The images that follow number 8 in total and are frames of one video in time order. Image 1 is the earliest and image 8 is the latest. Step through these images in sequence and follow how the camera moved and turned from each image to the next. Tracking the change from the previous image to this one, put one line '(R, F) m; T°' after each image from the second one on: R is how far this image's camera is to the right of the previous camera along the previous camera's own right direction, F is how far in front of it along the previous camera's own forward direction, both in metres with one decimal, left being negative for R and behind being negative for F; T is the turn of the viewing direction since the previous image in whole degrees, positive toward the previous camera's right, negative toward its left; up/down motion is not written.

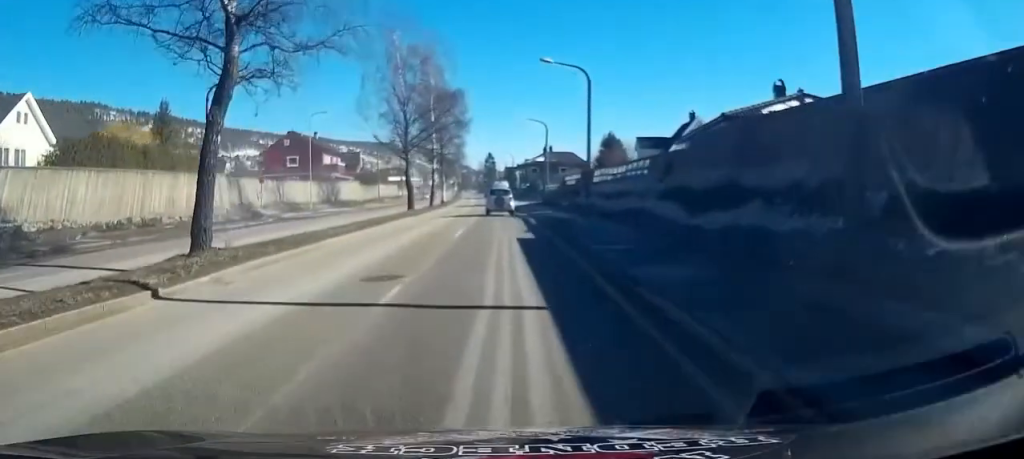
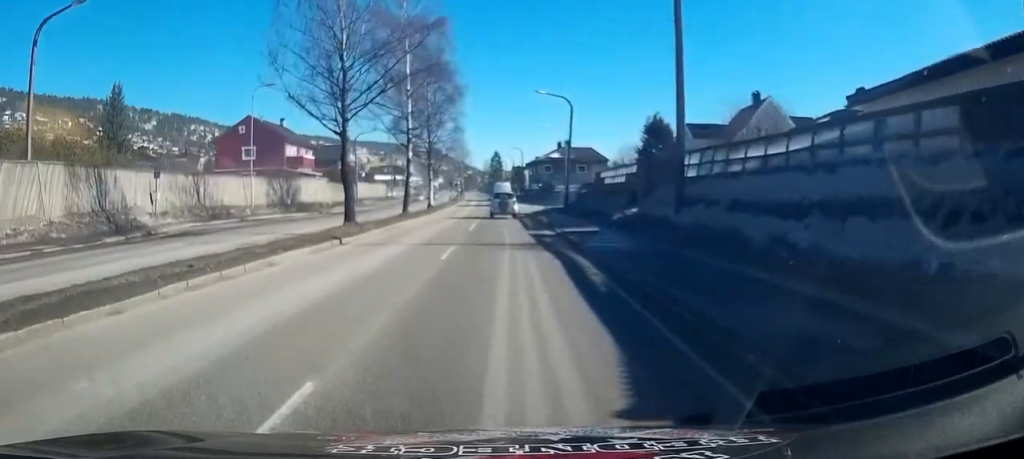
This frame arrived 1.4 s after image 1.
(0.0, +17.8) m; 0°
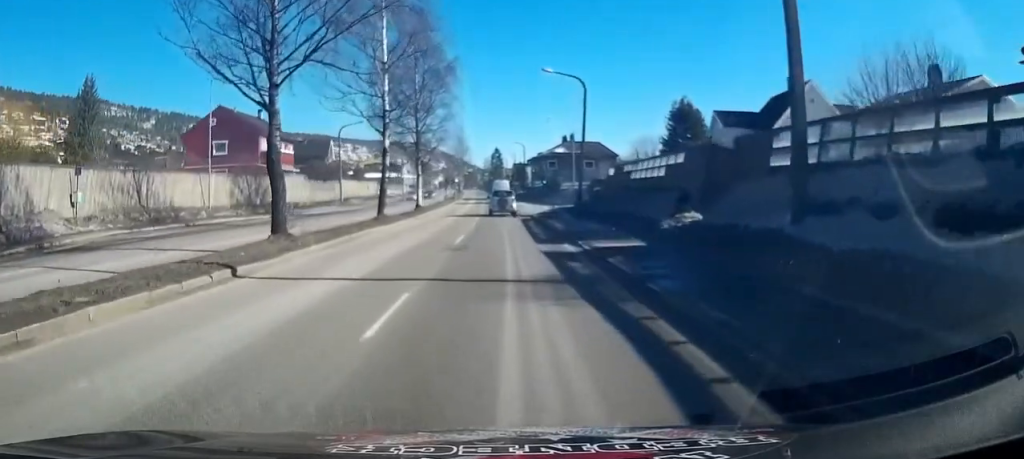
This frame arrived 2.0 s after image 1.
(0.0, +7.6) m; 0°
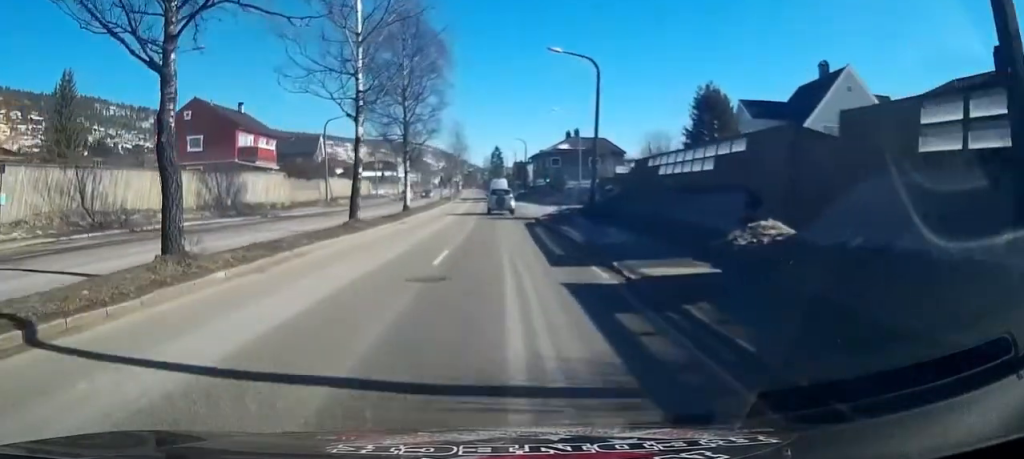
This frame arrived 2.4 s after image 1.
(0.0, +5.4) m; 0°
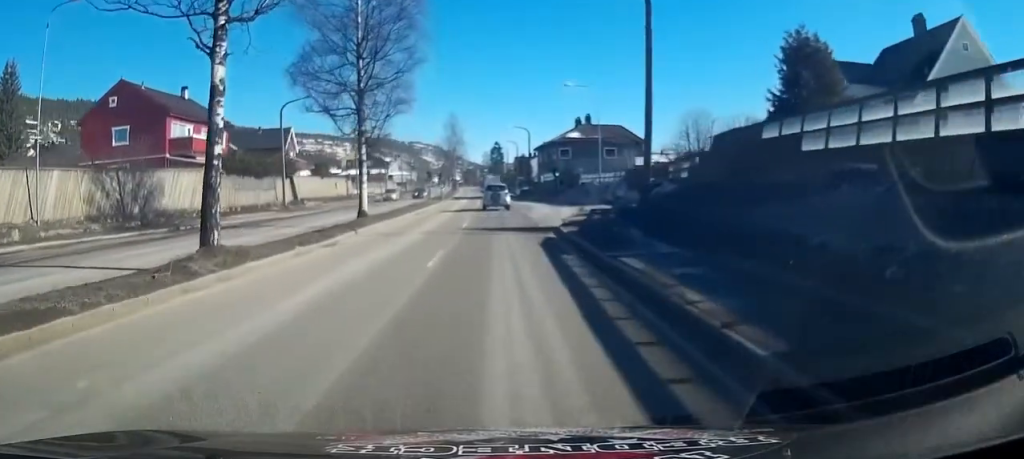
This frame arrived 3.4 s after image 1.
(0.0, +12.2) m; -1°
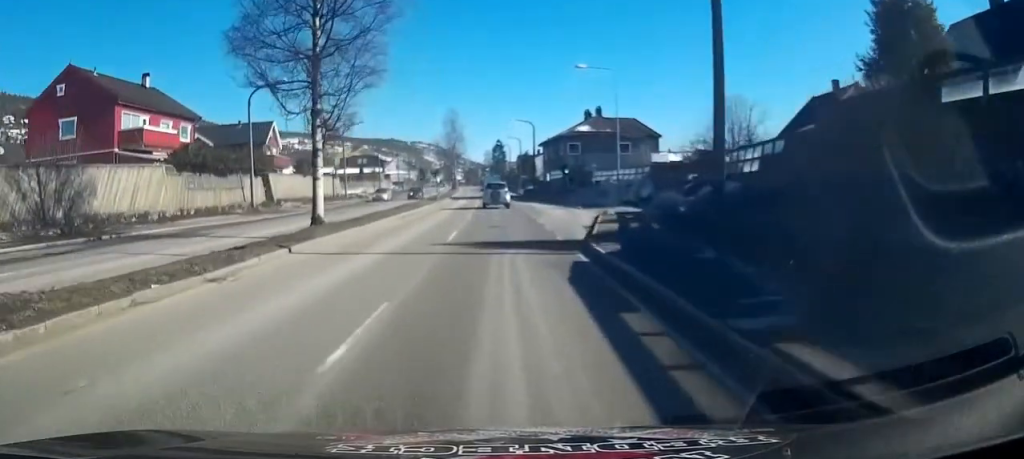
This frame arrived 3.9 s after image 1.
(+0.1, +6.7) m; -1°
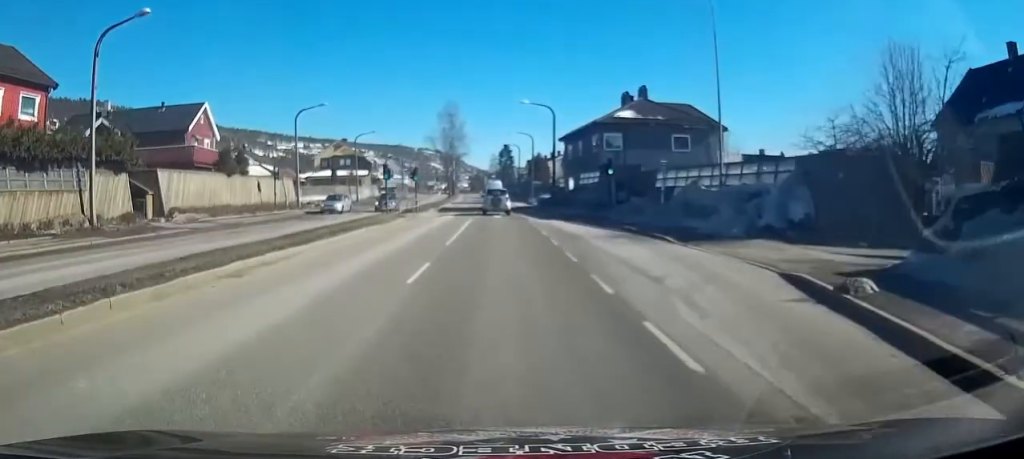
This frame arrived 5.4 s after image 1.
(+0.1, +18.2) m; +2°
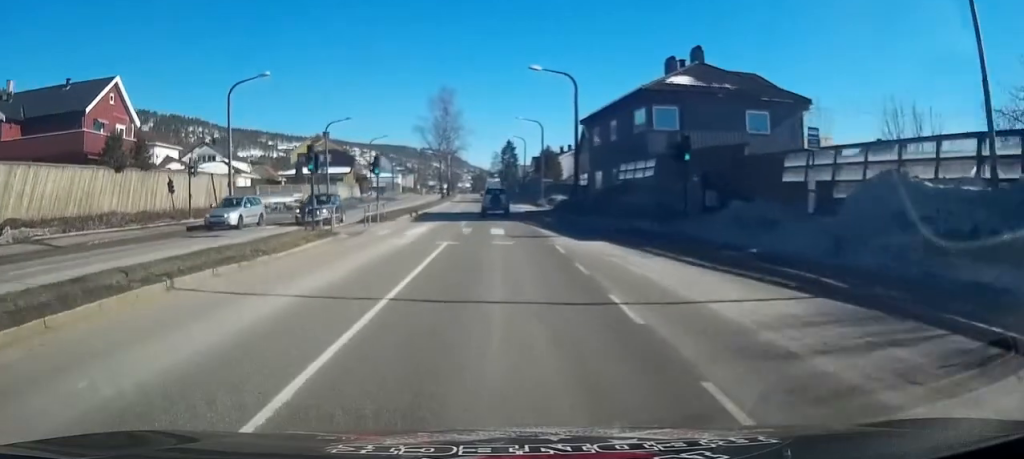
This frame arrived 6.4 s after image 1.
(+0.1, +14.0) m; 0°
